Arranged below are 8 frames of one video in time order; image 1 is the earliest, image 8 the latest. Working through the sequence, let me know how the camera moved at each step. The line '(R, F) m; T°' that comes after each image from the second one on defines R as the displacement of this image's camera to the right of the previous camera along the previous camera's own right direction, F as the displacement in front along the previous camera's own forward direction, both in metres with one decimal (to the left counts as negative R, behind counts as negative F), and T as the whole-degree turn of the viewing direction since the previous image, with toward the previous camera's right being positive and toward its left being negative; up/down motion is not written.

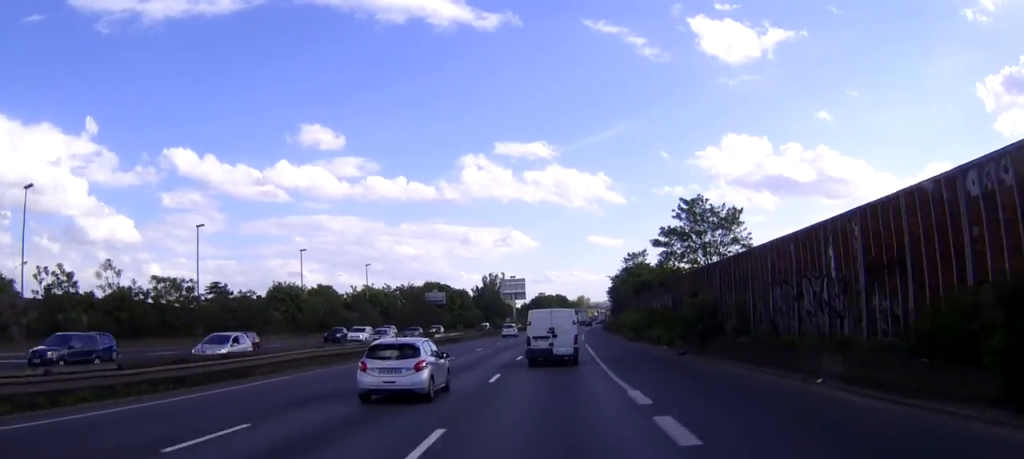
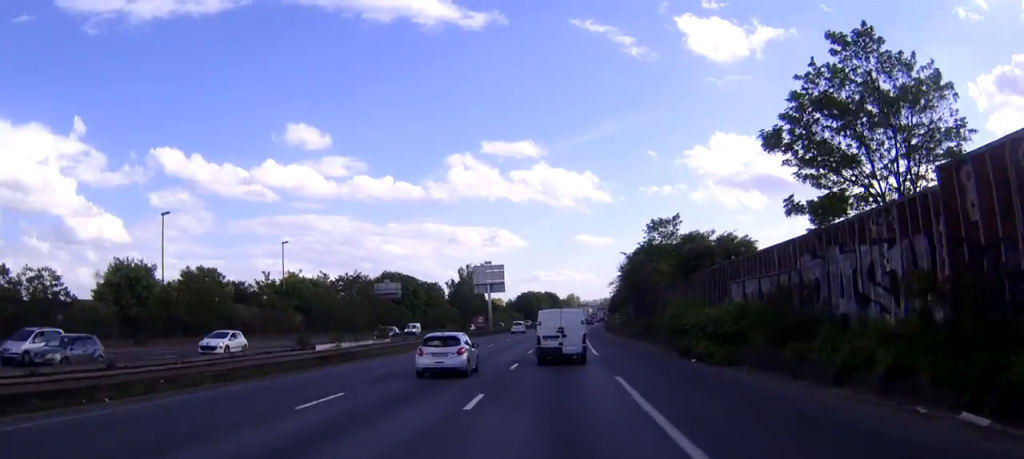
(0.0, +32.1) m; 0°
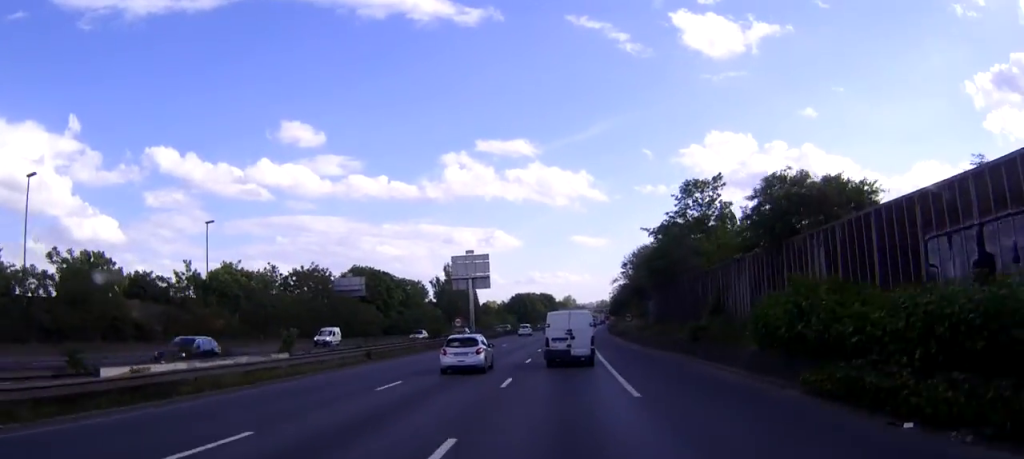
(0.0, +18.2) m; +1°
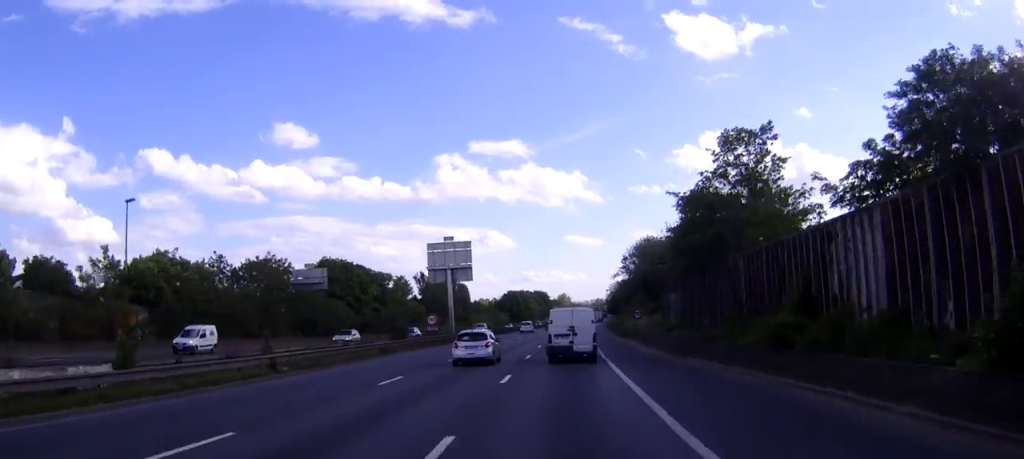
(+0.2, +13.0) m; +1°
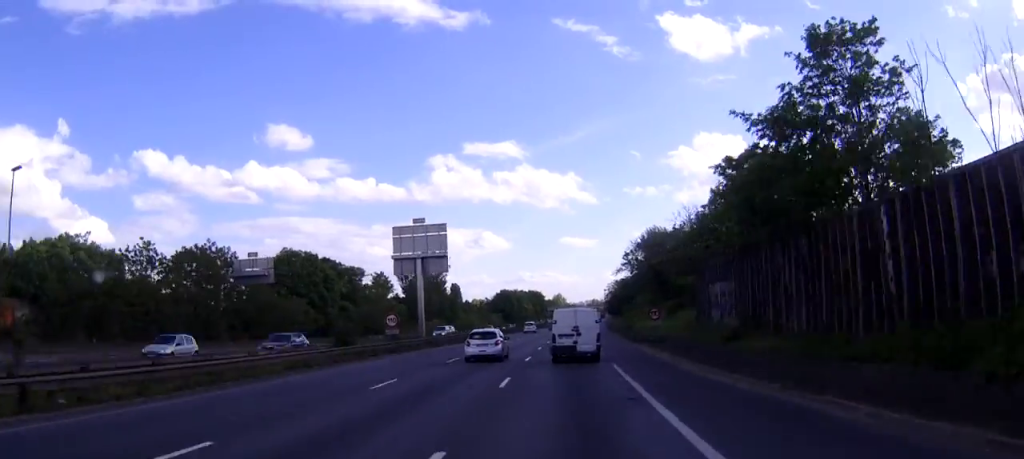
(+0.1, +13.9) m; +1°
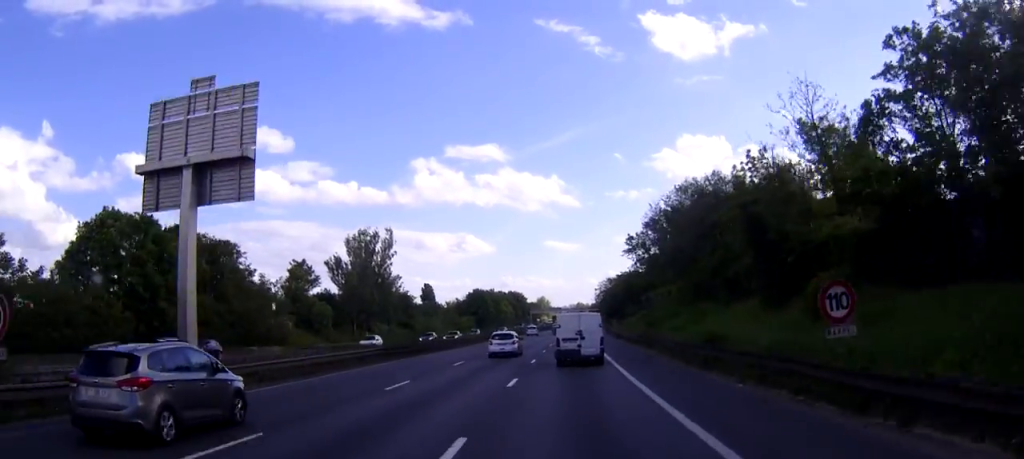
(+0.5, +36.6) m; +2°
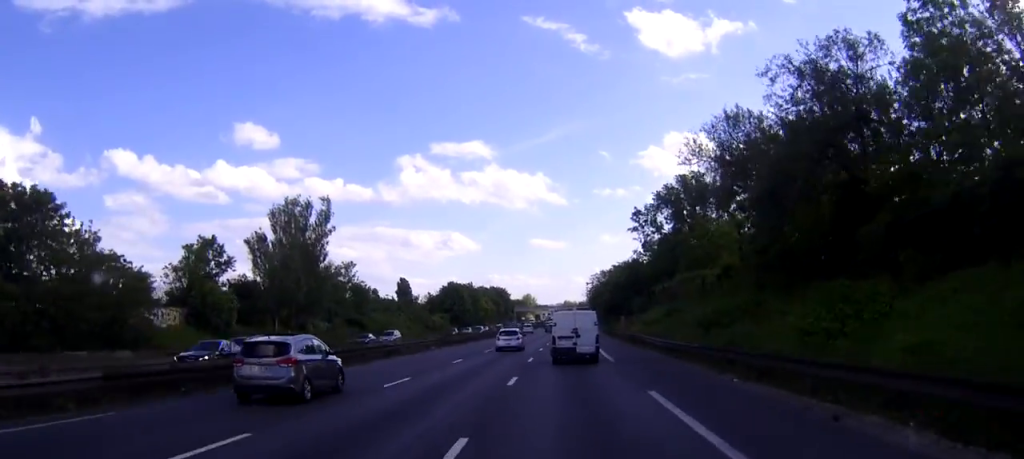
(+0.2, +25.6) m; +1°
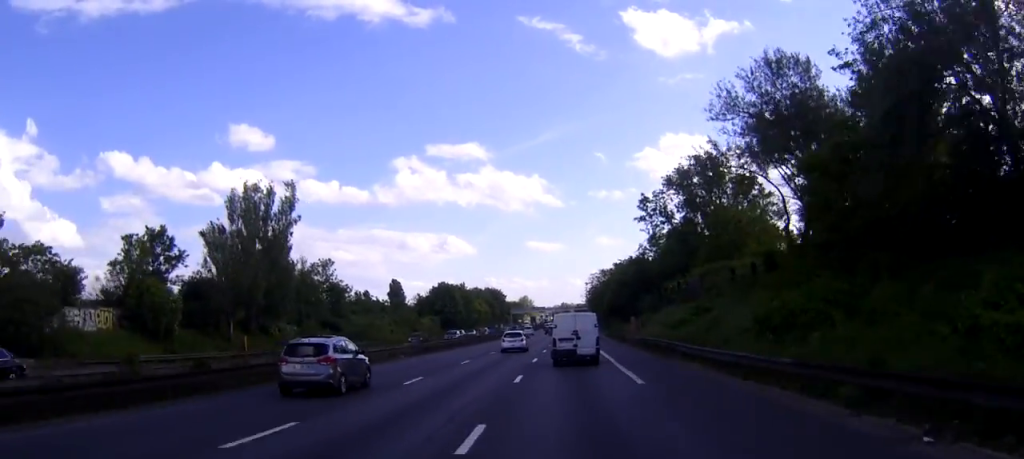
(0.0, +10.9) m; 0°
